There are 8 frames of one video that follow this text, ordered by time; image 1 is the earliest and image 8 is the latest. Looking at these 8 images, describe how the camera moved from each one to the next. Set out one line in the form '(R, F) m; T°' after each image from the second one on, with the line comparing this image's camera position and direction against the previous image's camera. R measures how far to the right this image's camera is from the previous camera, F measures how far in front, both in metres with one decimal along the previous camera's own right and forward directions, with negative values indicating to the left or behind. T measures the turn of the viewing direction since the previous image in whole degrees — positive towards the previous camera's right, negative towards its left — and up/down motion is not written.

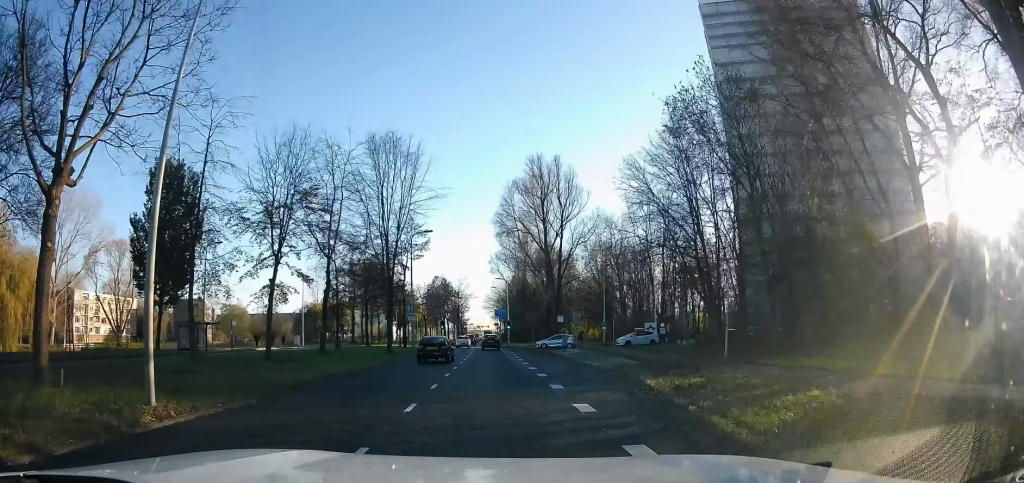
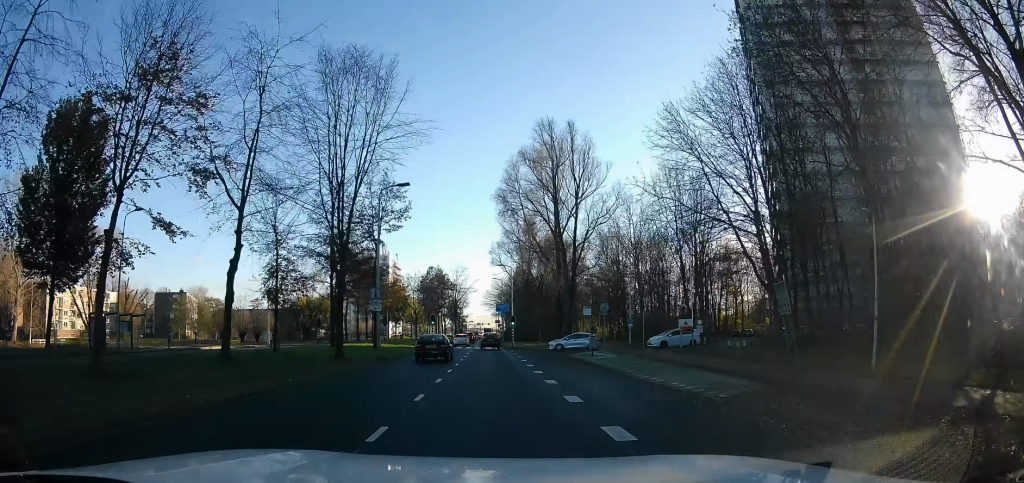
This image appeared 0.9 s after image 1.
(-0.4, +10.8) m; -1°
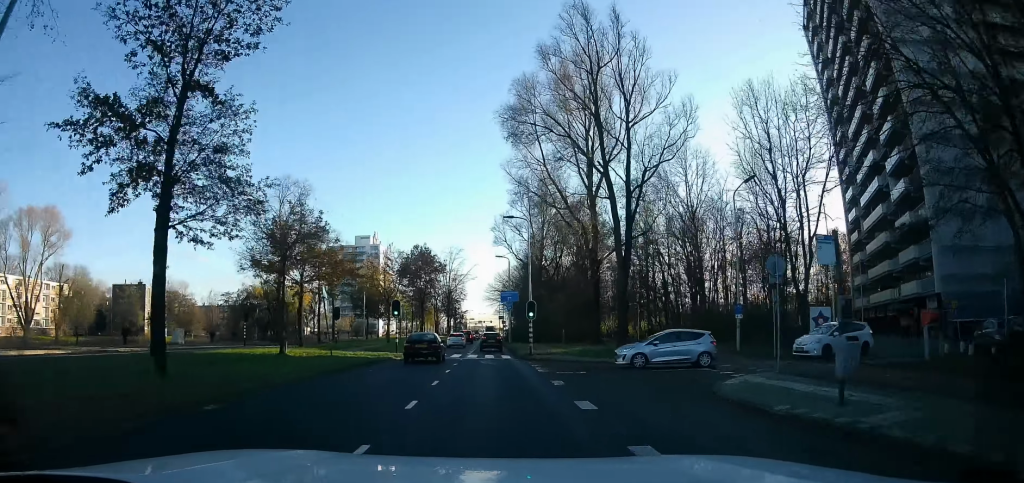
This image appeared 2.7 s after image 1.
(+0.7, +22.0) m; -2°
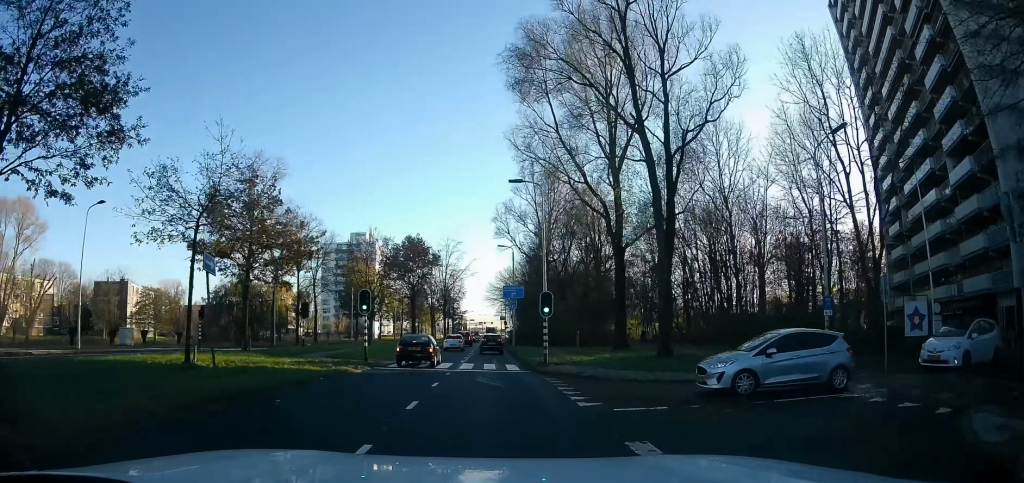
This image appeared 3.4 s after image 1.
(-1.0, +8.0) m; -3°
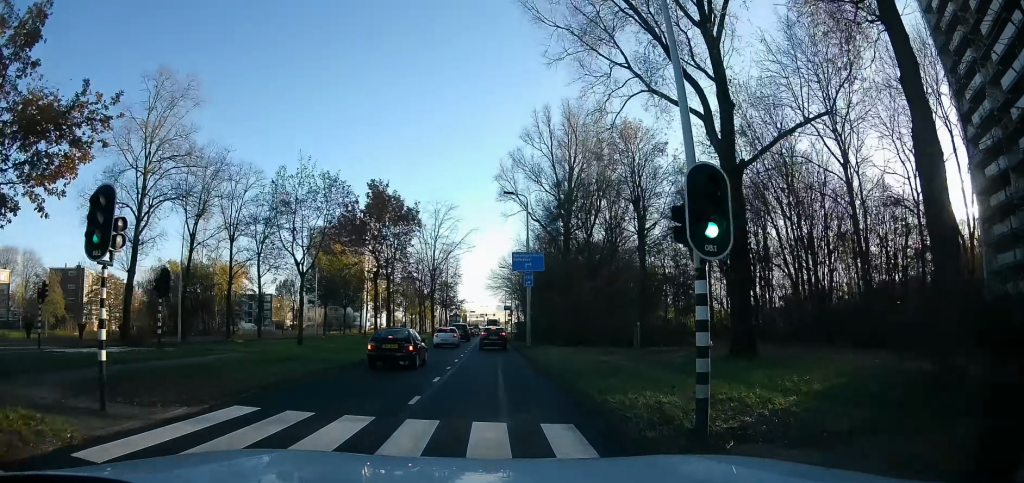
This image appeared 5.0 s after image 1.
(+0.6, +17.2) m; +3°
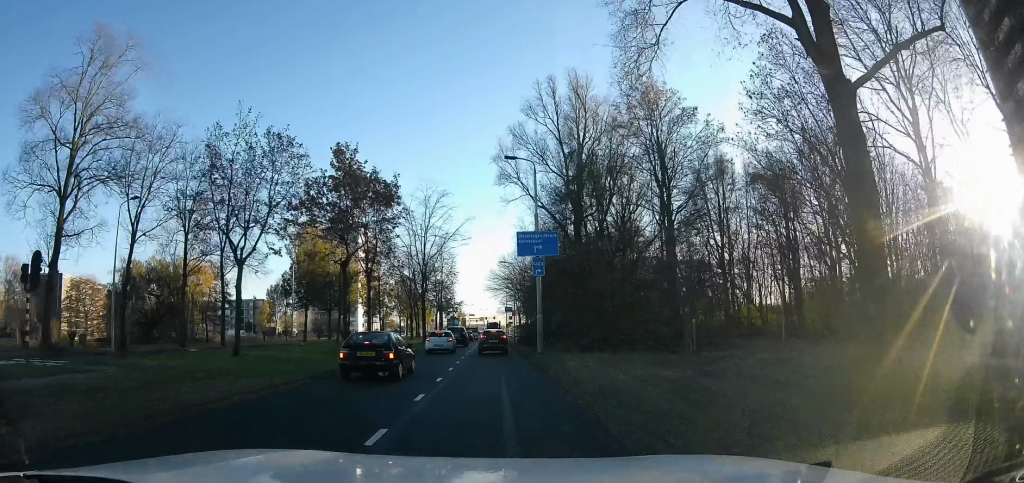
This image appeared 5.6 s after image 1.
(0.0, +7.3) m; 0°
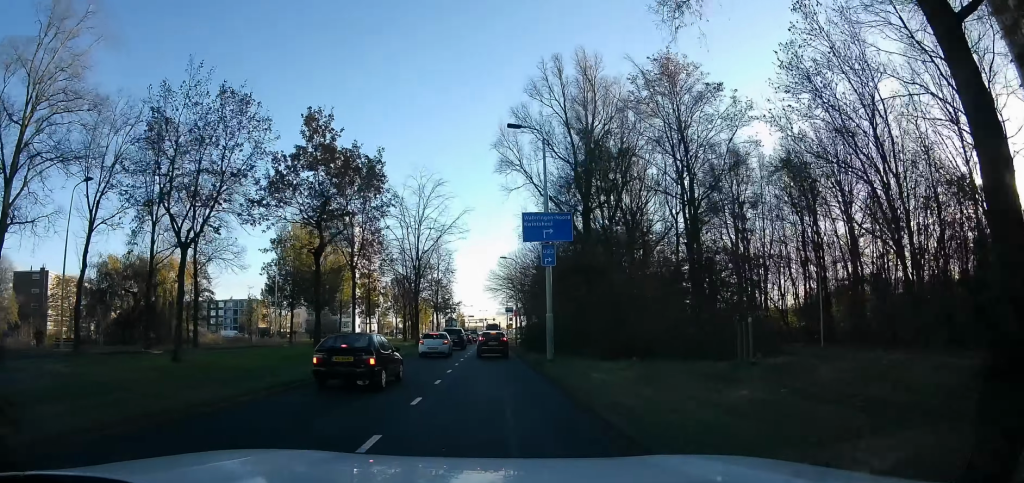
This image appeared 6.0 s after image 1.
(0.0, +4.2) m; 0°
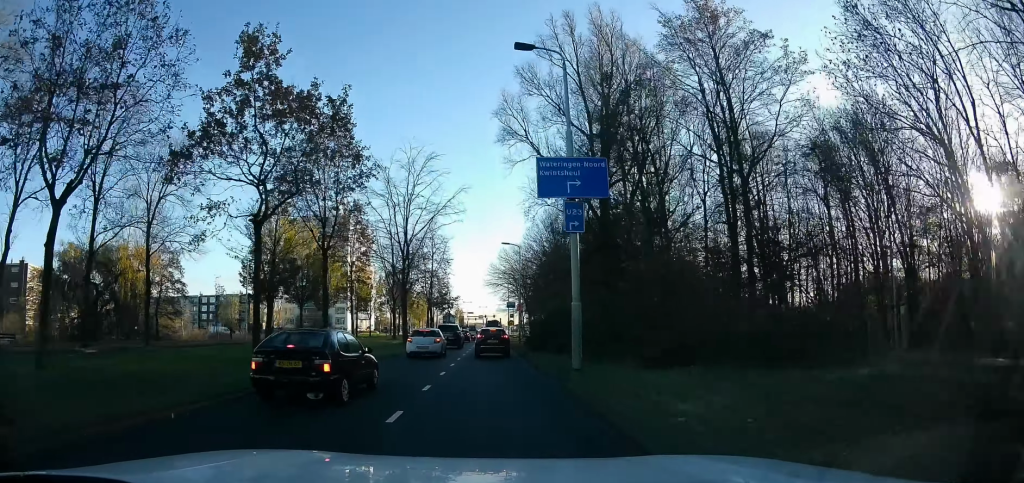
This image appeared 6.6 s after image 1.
(0.0, +6.2) m; 0°
